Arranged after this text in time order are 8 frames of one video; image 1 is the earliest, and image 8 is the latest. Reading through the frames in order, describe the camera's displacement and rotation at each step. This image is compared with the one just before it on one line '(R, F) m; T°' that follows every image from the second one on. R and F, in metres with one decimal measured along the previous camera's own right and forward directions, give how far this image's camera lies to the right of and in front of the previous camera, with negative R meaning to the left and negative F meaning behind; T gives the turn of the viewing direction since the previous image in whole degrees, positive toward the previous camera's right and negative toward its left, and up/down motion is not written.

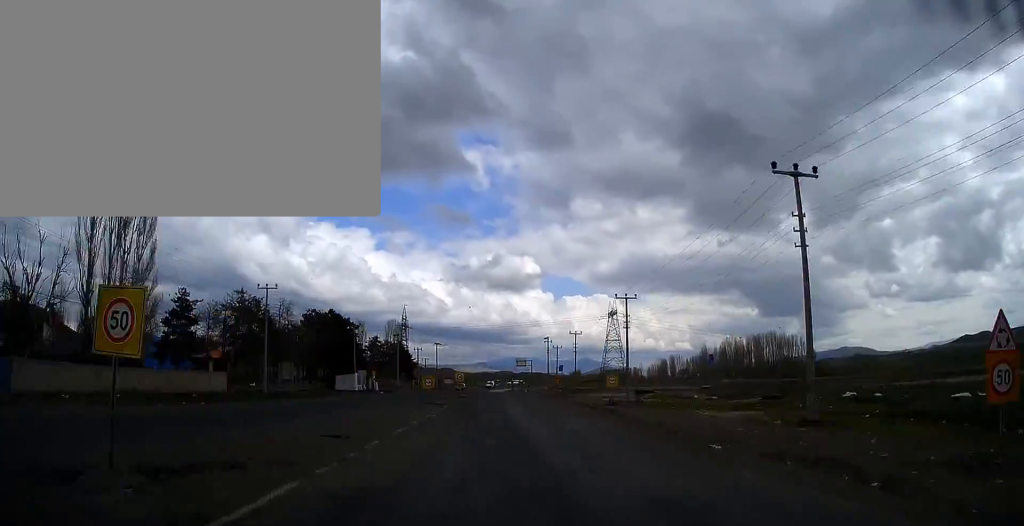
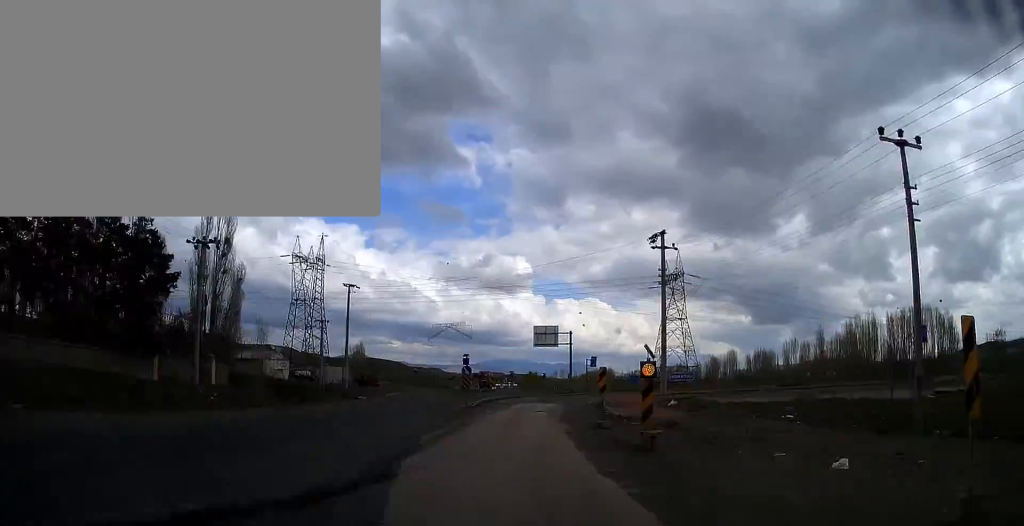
(+1.7, +95.1) m; +11°
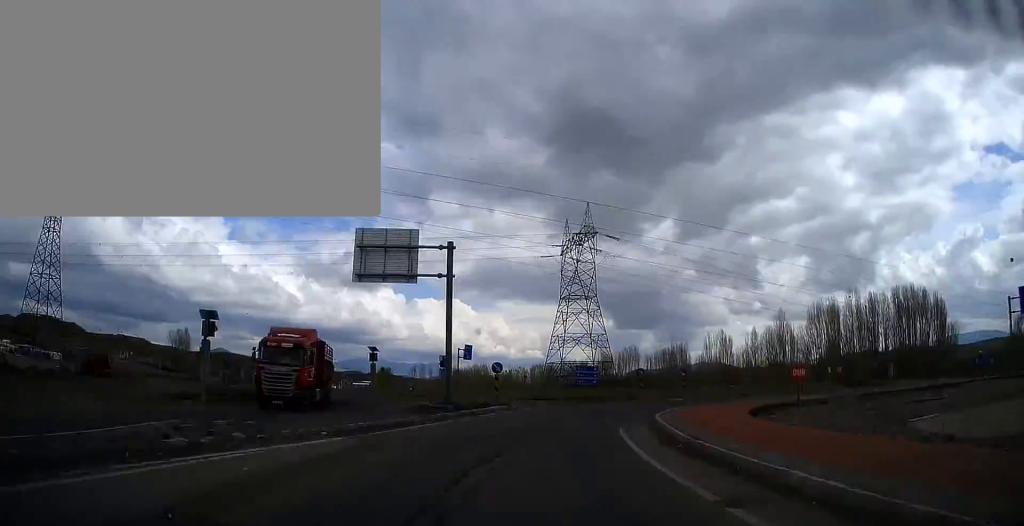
(+5.7, +42.8) m; +18°
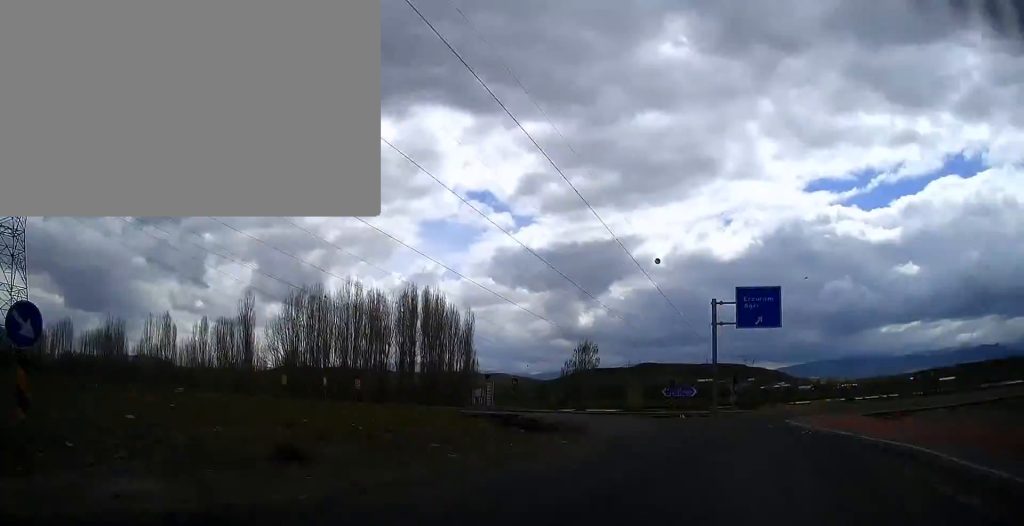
(+9.2, +40.3) m; +10°
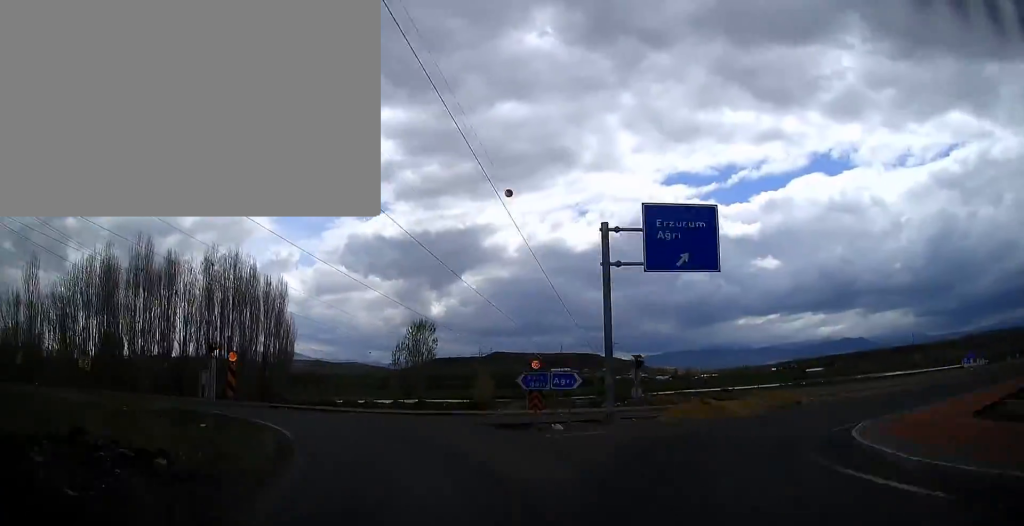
(+8.3, +17.5) m; -8°
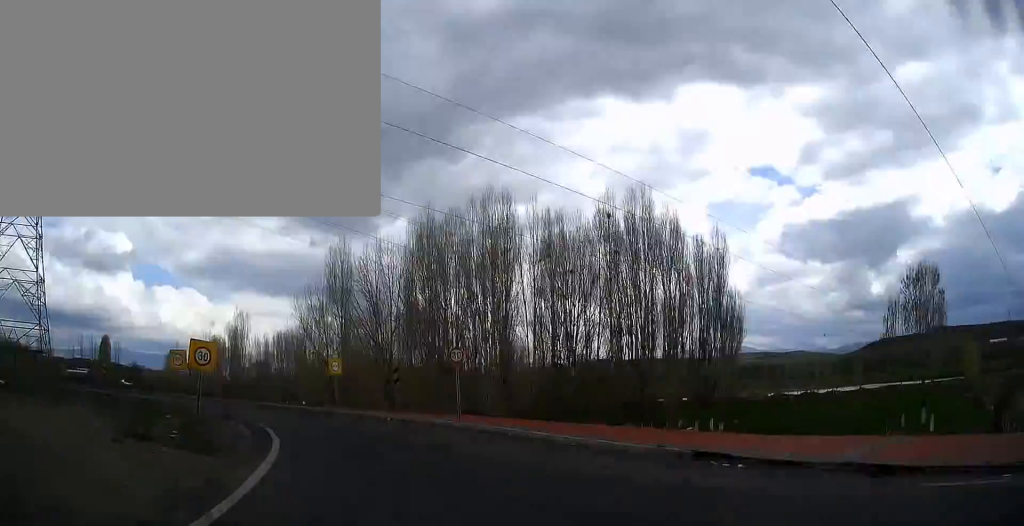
(-6.5, +23.5) m; -27°
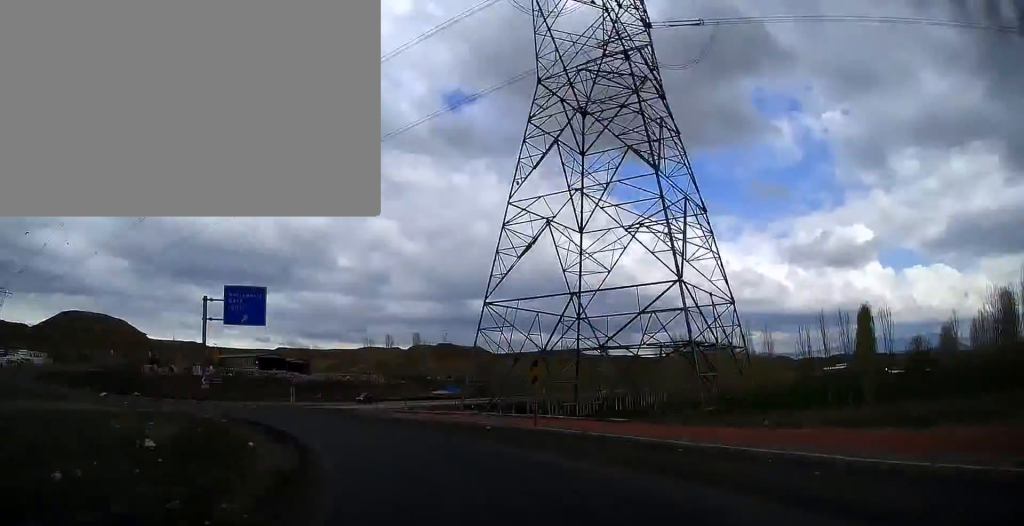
(-23.3, +41.8) m; -34°
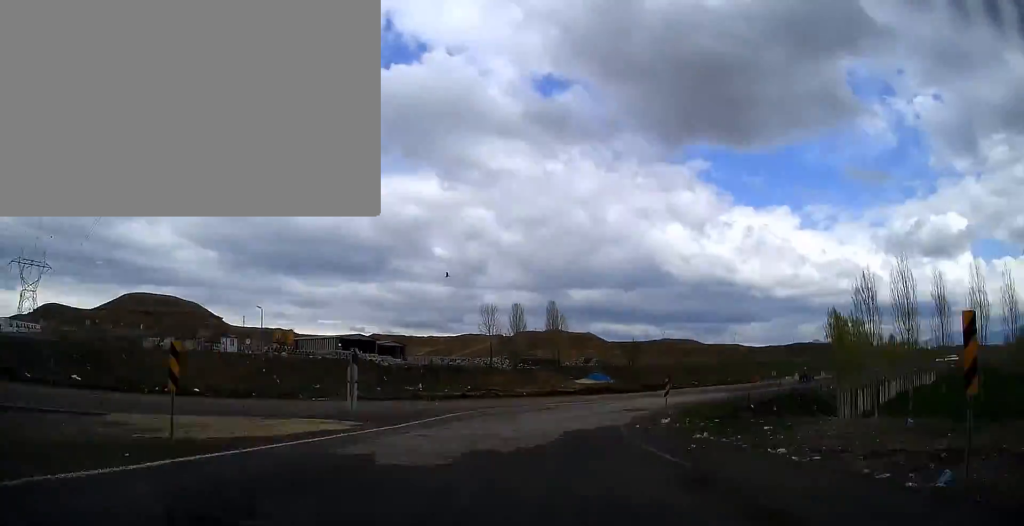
(-5.6, +58.3) m; +8°
